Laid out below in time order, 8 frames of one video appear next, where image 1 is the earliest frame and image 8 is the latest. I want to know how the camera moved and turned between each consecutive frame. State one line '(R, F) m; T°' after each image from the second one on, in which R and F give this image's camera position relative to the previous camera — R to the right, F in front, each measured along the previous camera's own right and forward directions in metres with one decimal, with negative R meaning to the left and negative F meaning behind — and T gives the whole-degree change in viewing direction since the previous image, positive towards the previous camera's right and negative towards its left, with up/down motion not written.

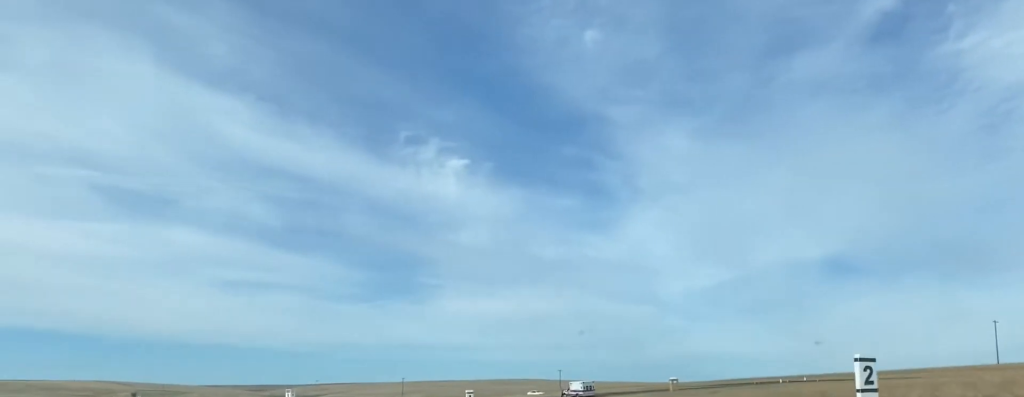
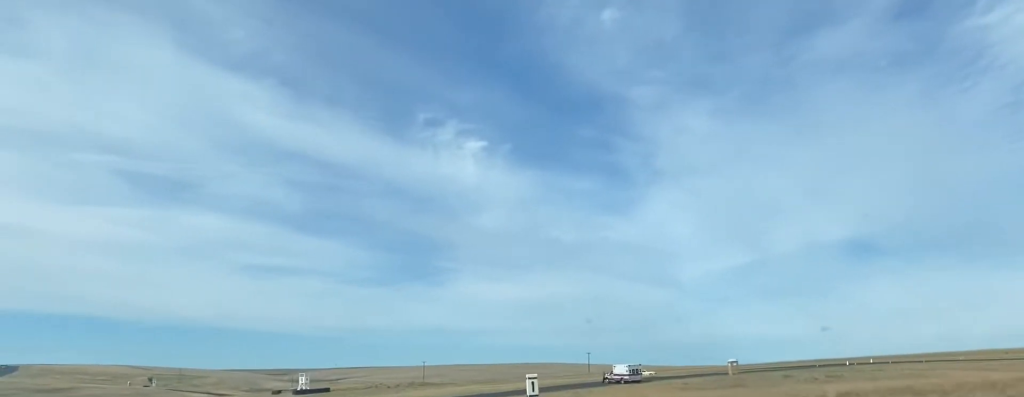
(-0.3, +16.9) m; -4°
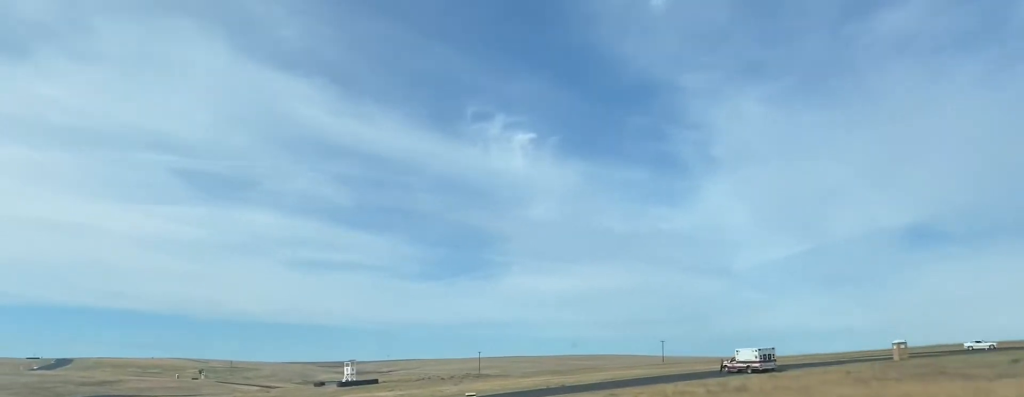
(-1.6, +26.8) m; -5°
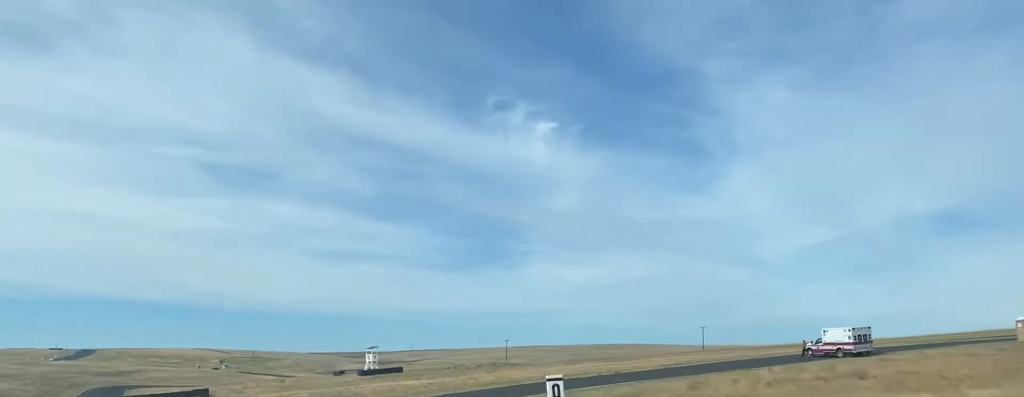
(-0.5, +12.9) m; -4°
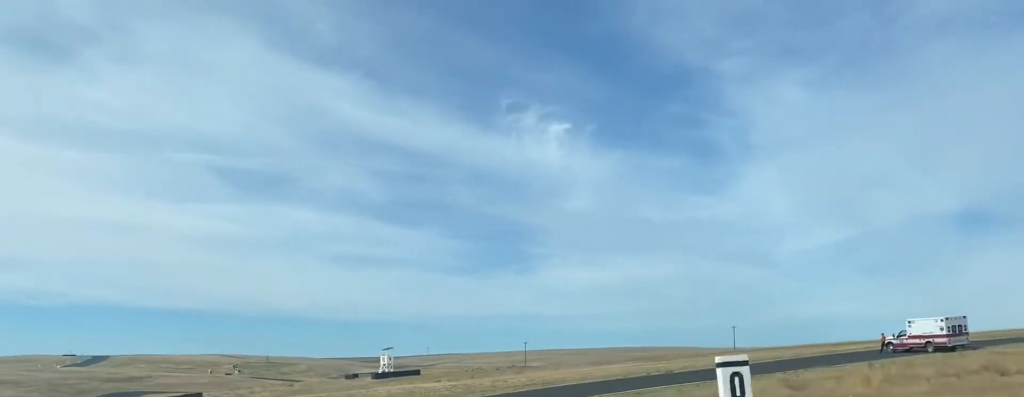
(+0.1, +11.2) m; -4°
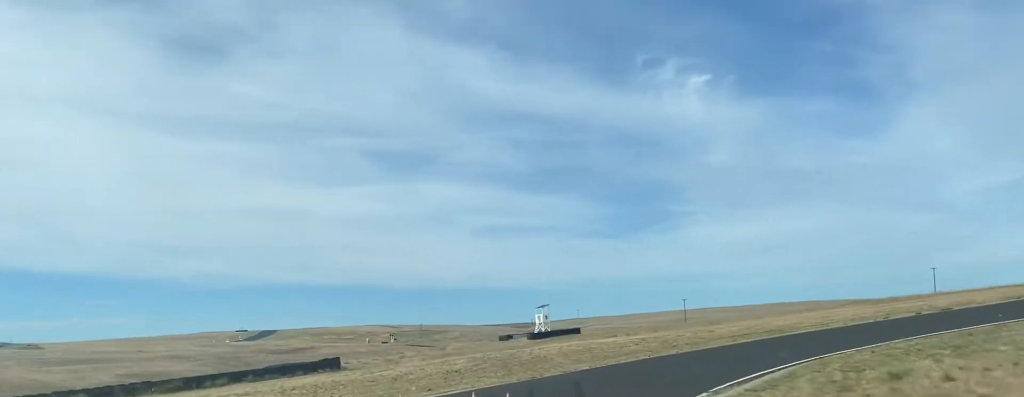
(-1.6, +17.1) m; -12°
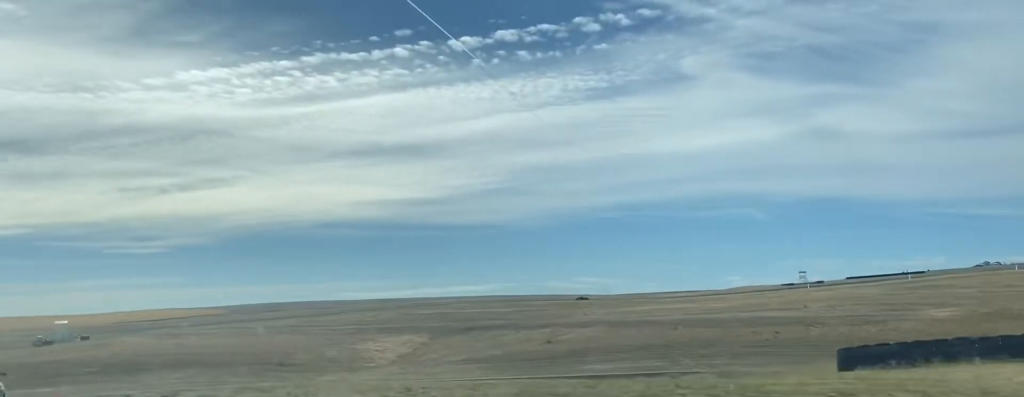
(-21.2, +30.5) m; -77°
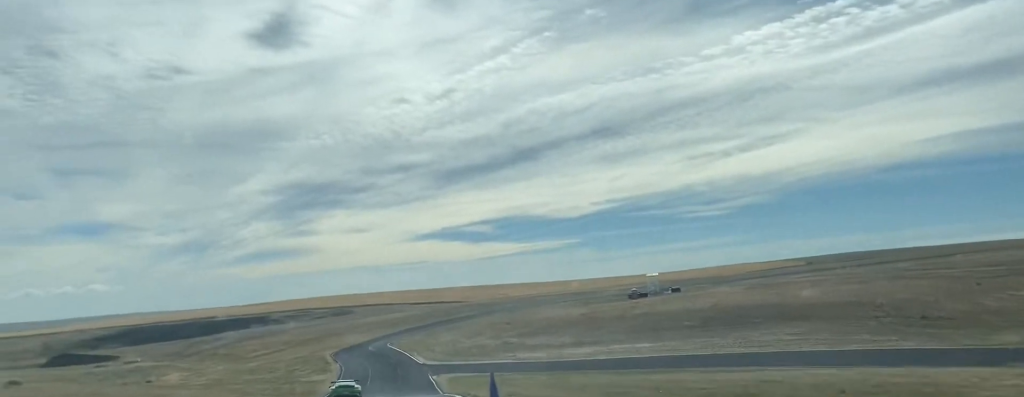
(-10.2, +34.1) m; -27°
